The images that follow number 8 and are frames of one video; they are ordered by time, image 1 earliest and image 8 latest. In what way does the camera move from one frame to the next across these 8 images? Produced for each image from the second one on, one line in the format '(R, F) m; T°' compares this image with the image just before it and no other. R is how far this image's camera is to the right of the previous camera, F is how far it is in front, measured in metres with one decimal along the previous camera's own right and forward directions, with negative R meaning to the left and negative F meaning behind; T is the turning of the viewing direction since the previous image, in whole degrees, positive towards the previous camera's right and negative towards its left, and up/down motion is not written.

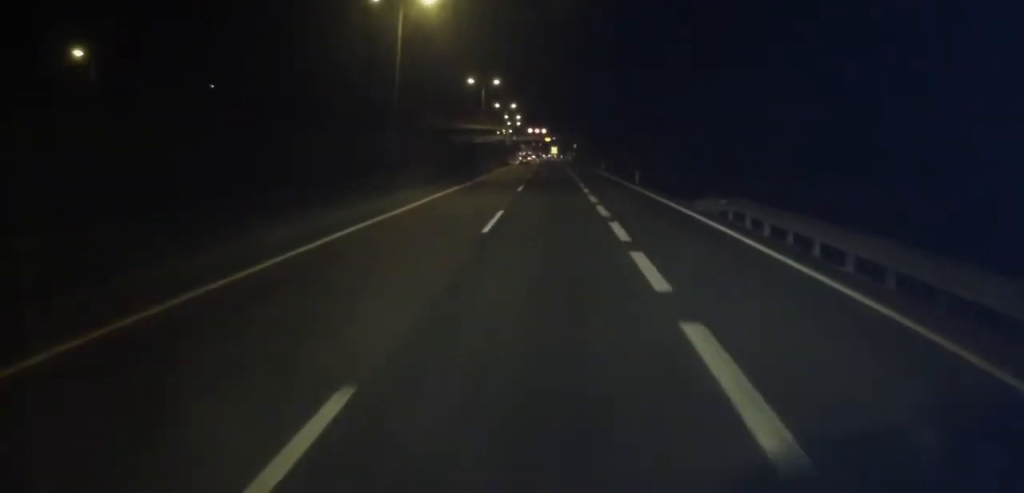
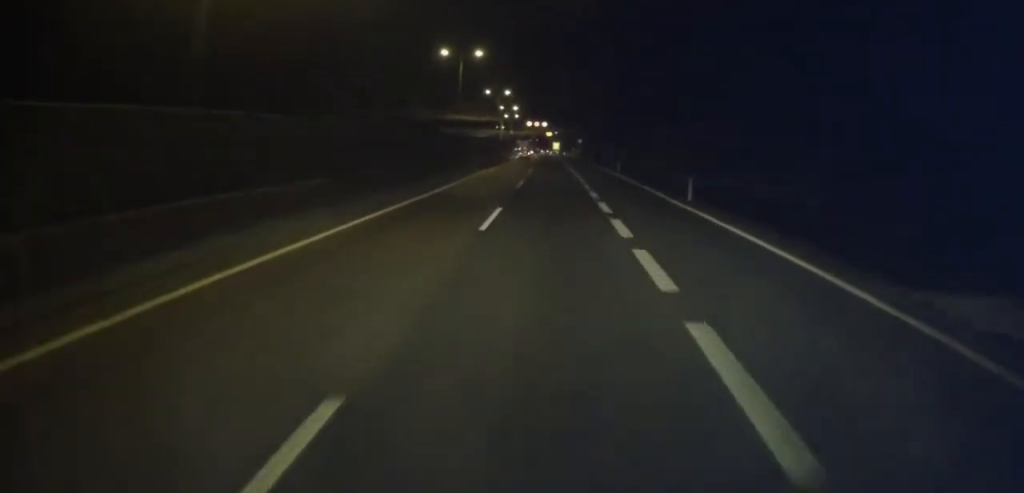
(-0.1, +18.5) m; 0°
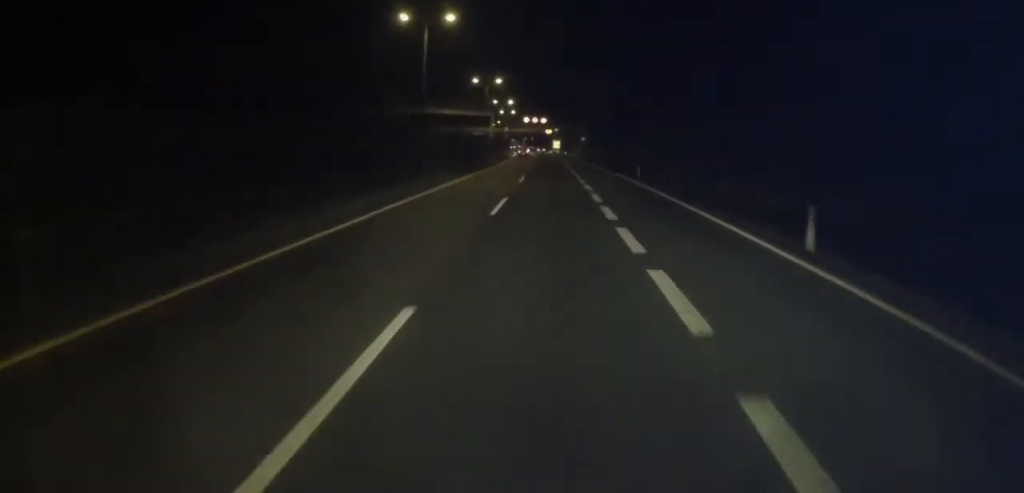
(-0.1, +14.7) m; 0°
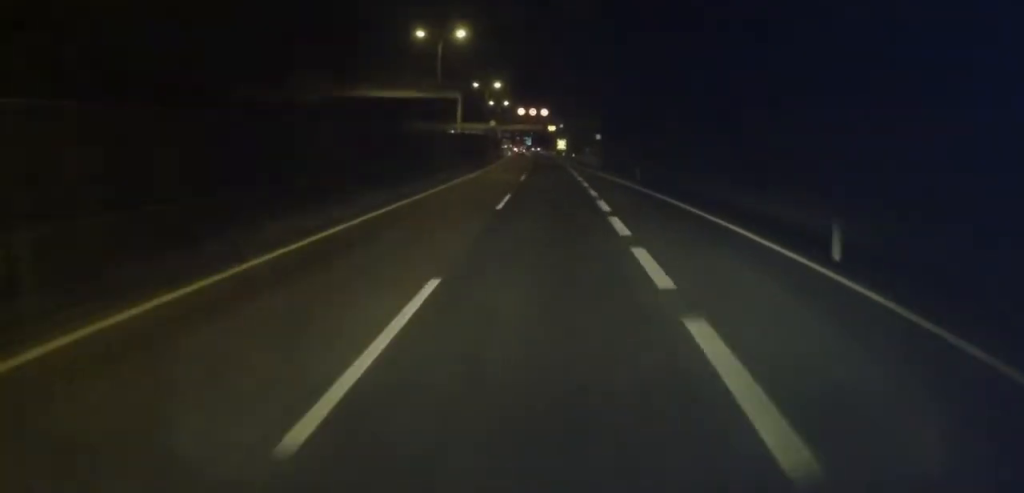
(-0.2, +34.2) m; -1°
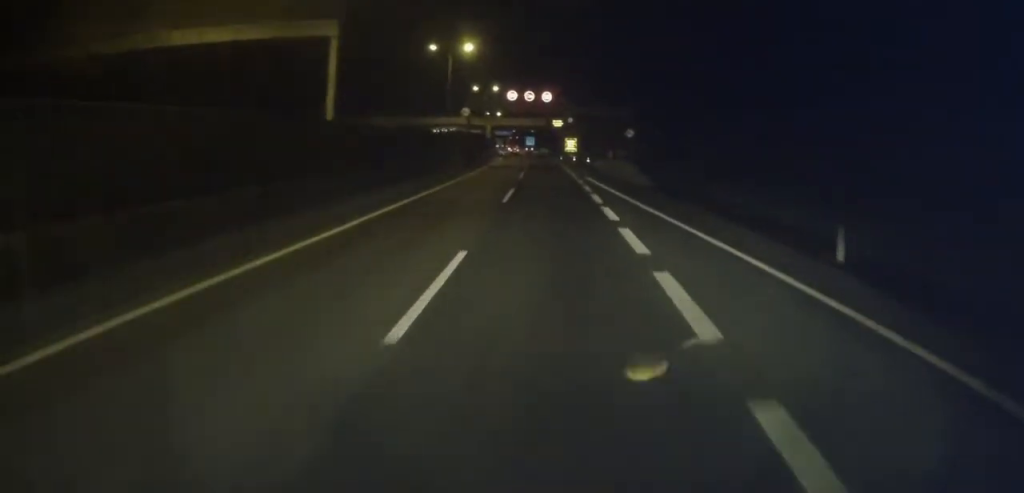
(+0.1, +33.2) m; 0°
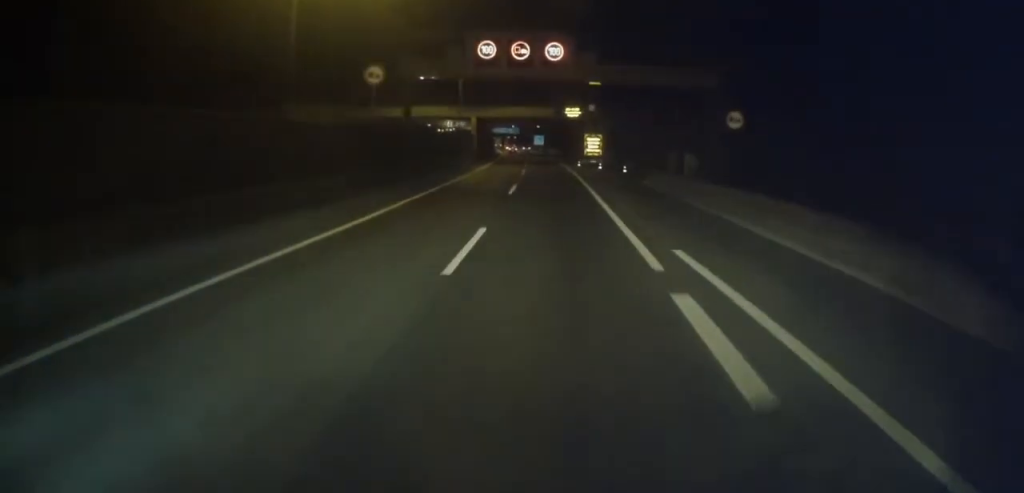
(-0.4, +32.2) m; -1°
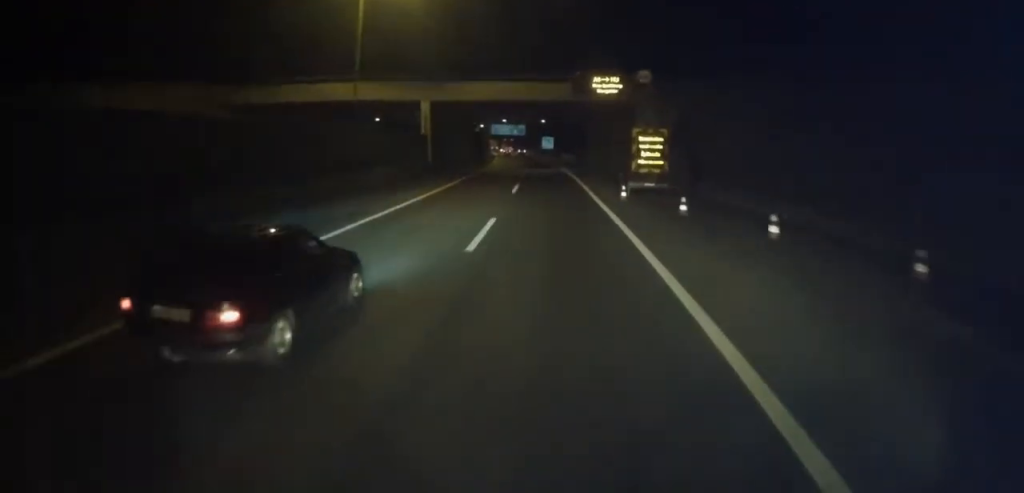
(-0.3, +33.1) m; -1°
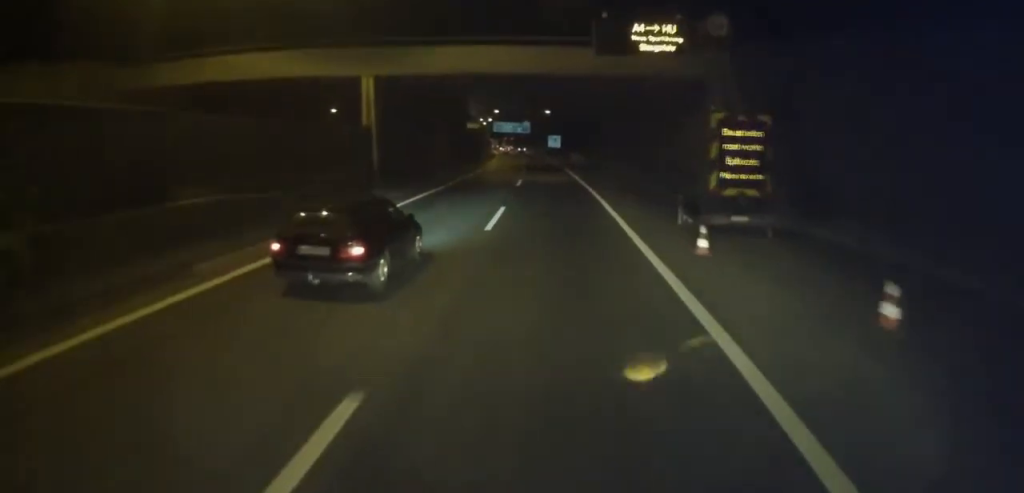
(-0.1, +14.6) m; 0°
